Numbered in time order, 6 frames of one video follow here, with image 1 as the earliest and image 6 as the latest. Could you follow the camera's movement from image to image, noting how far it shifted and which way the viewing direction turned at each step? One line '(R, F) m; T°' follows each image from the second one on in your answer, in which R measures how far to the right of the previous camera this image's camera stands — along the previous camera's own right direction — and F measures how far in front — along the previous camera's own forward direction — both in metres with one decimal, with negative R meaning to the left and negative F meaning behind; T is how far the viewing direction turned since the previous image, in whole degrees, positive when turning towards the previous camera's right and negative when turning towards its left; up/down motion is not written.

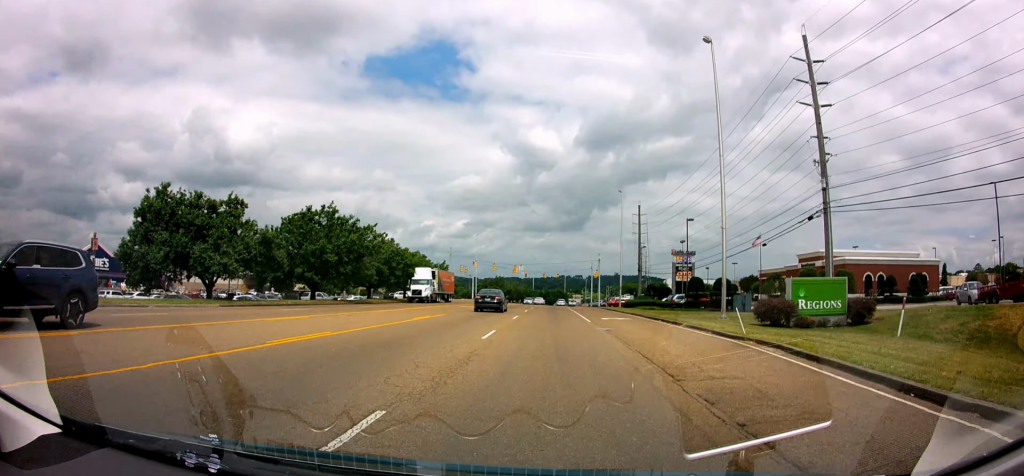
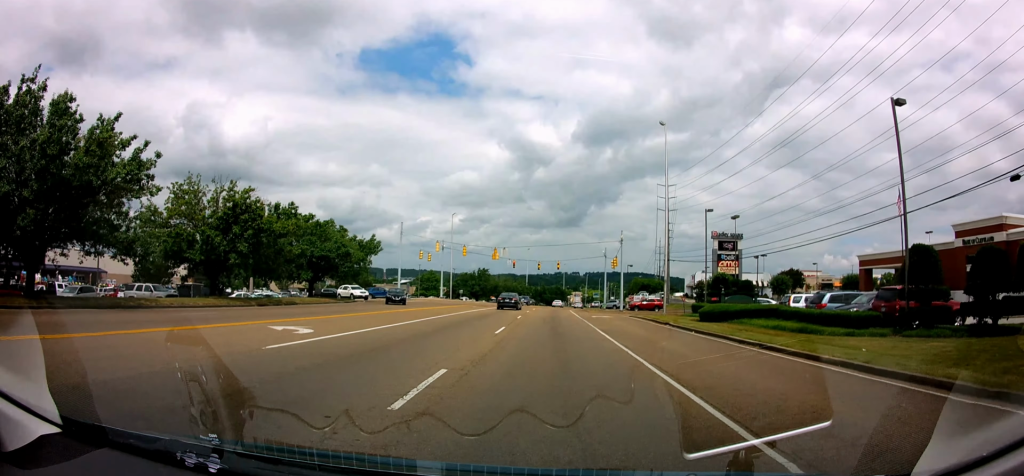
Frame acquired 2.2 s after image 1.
(0.0, +34.8) m; 0°
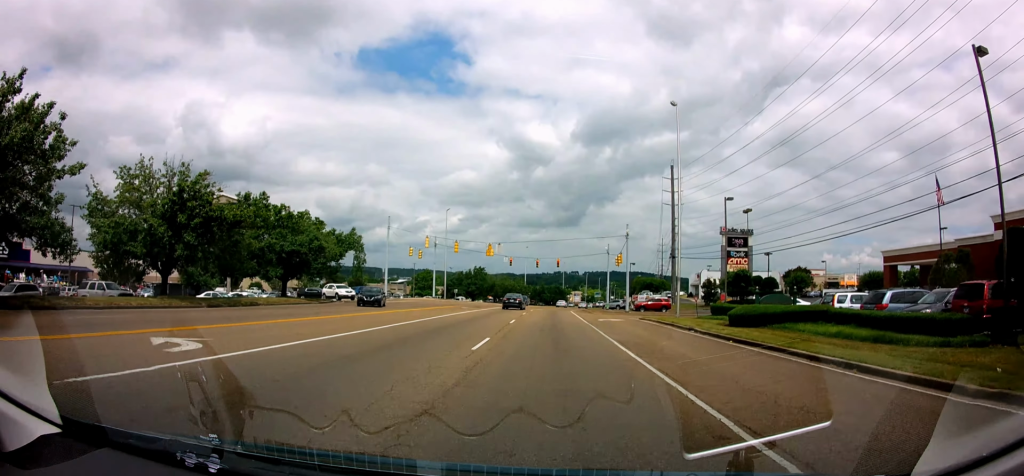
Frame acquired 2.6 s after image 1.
(-0.1, +5.7) m; 0°
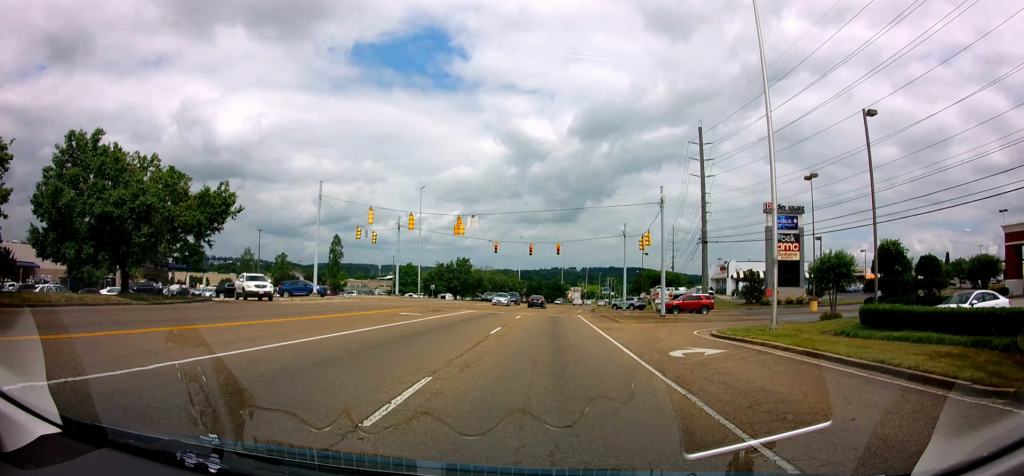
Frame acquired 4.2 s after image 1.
(+0.4, +20.0) m; 0°
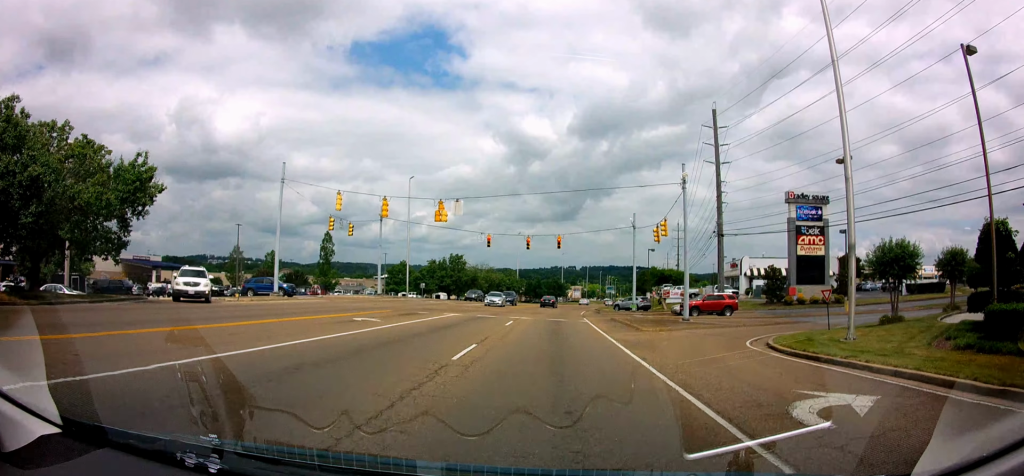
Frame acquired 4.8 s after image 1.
(-0.3, +7.8) m; -1°
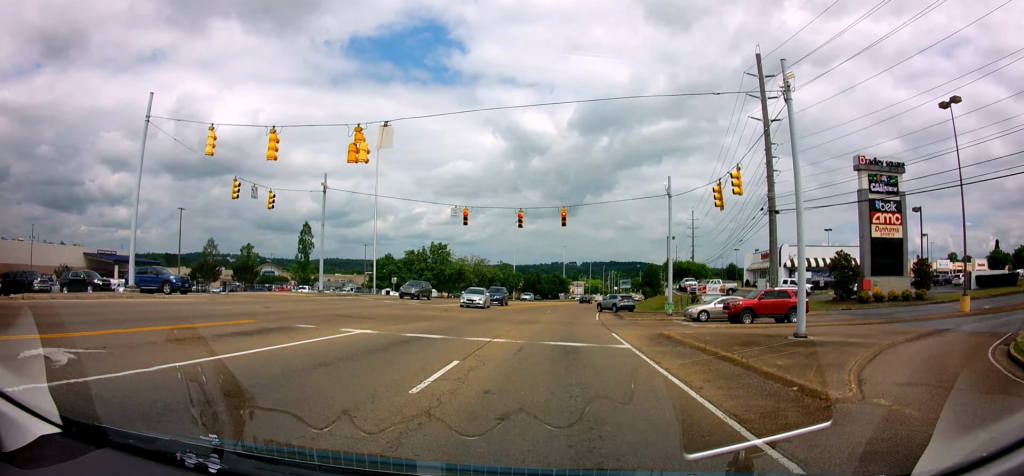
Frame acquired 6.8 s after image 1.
(+0.2, +18.3) m; +2°
